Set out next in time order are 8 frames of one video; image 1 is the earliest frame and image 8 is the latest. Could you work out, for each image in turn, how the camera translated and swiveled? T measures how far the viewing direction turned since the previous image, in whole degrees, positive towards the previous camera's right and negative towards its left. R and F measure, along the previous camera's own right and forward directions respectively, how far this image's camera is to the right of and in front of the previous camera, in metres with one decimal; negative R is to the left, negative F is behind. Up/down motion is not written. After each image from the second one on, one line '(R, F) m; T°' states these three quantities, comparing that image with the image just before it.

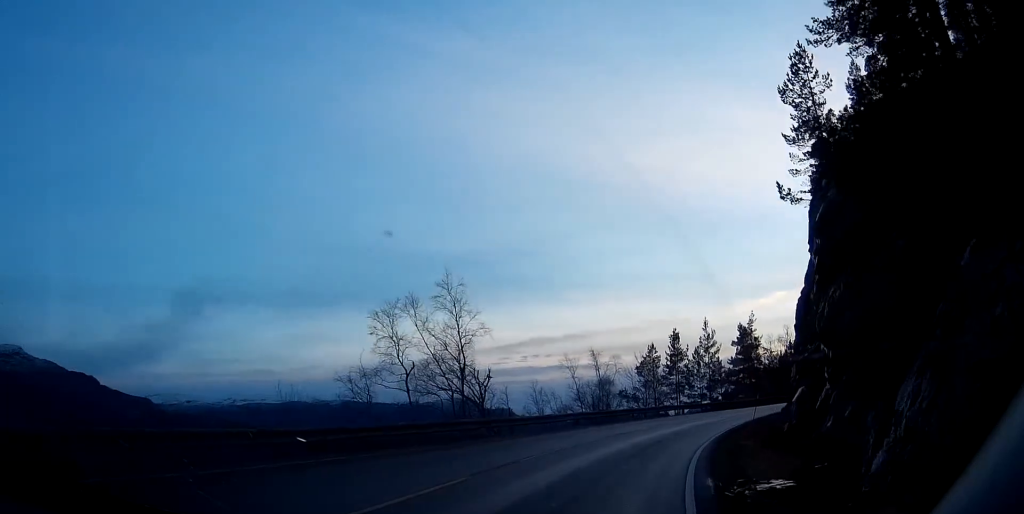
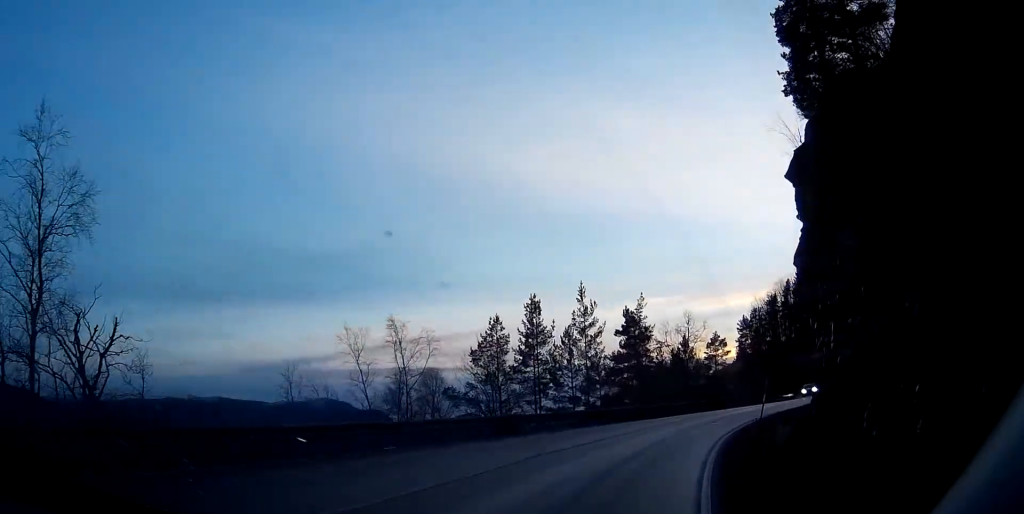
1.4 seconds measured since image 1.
(+1.4, +22.3) m; +8°
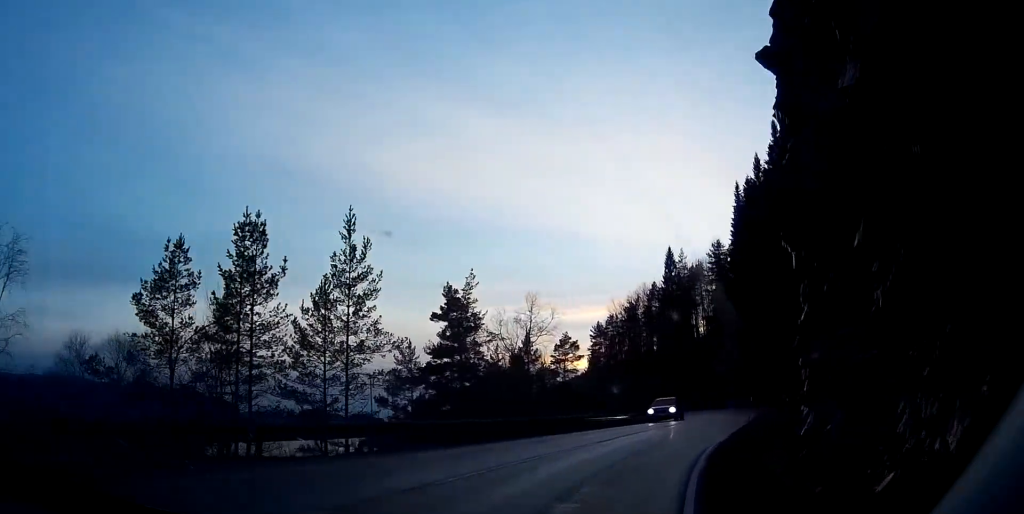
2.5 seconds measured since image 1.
(+1.8, +18.3) m; +10°
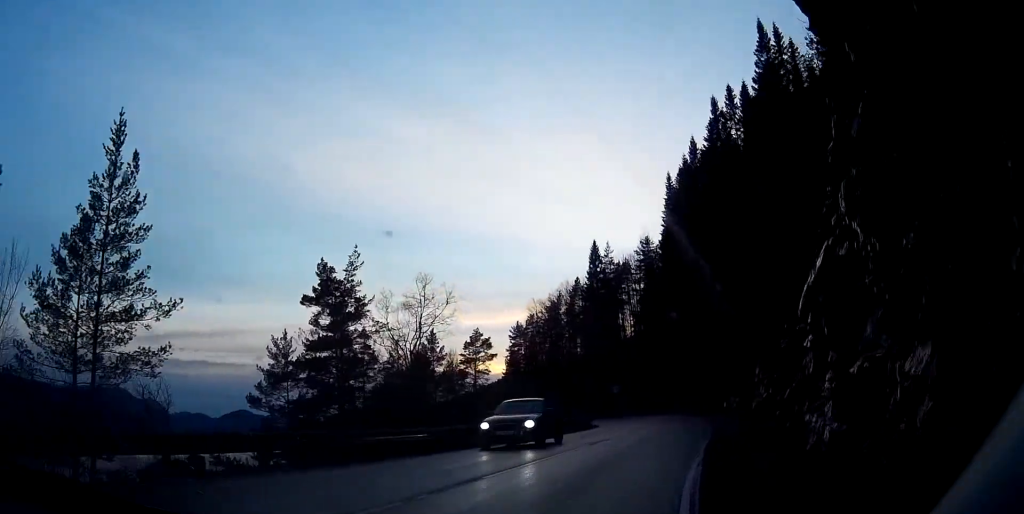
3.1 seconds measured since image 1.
(+0.5, +10.5) m; +3°
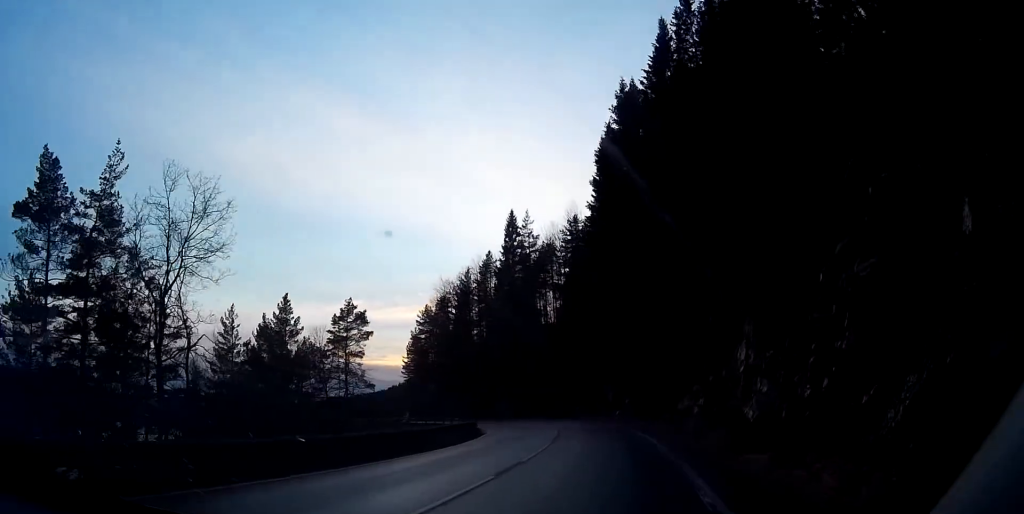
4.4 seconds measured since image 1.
(+0.2, +20.8) m; +3°
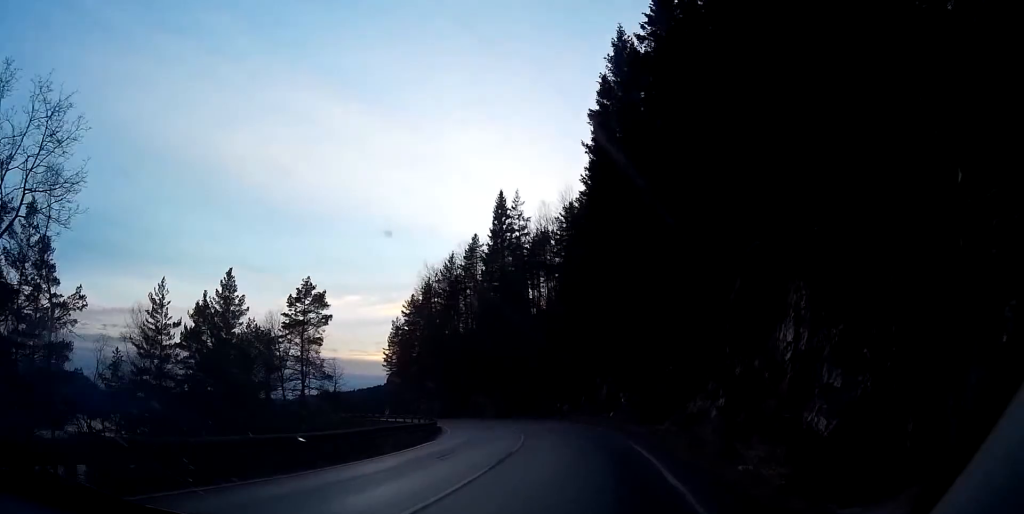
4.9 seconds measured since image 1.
(-0.1, +9.6) m; +2°
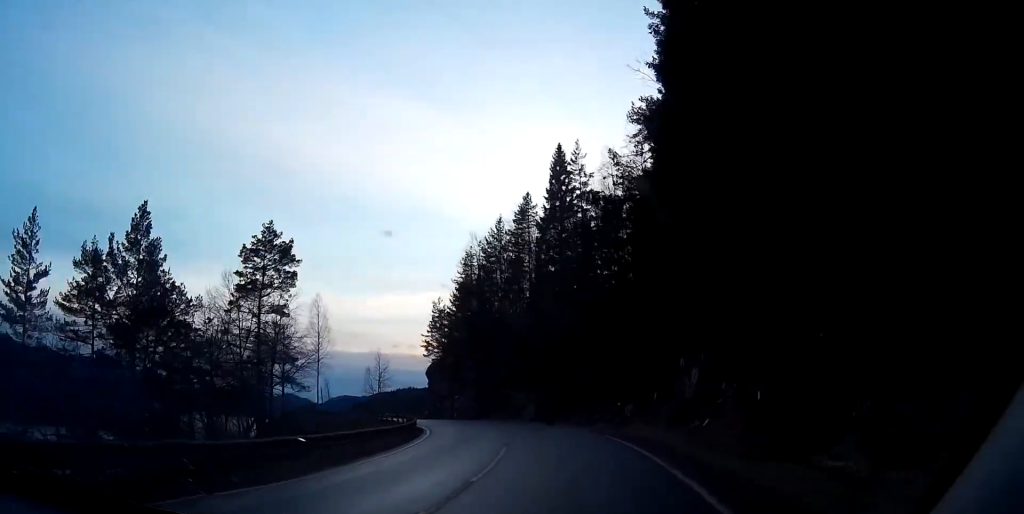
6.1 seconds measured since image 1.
(+0.6, +19.7) m; -3°
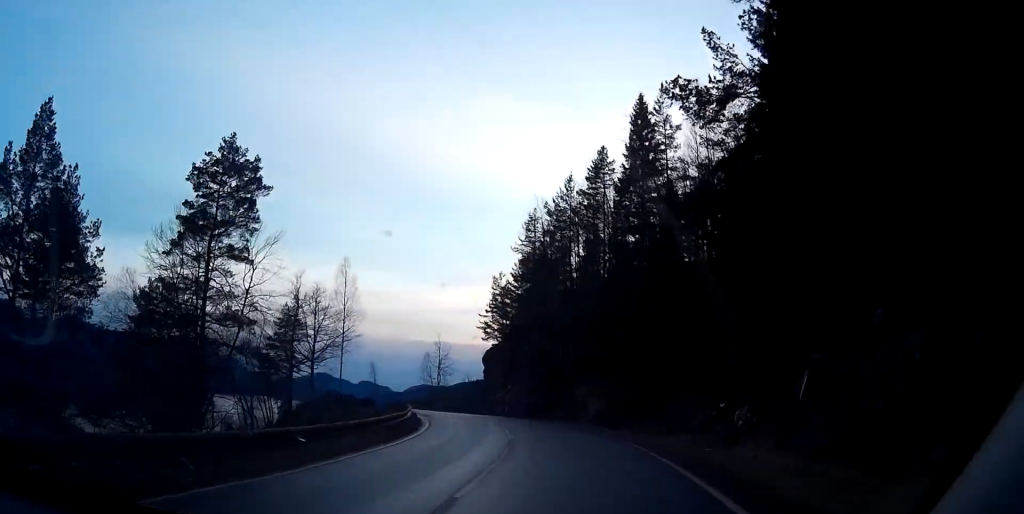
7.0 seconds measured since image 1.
(-0.8, +14.1) m; -7°
